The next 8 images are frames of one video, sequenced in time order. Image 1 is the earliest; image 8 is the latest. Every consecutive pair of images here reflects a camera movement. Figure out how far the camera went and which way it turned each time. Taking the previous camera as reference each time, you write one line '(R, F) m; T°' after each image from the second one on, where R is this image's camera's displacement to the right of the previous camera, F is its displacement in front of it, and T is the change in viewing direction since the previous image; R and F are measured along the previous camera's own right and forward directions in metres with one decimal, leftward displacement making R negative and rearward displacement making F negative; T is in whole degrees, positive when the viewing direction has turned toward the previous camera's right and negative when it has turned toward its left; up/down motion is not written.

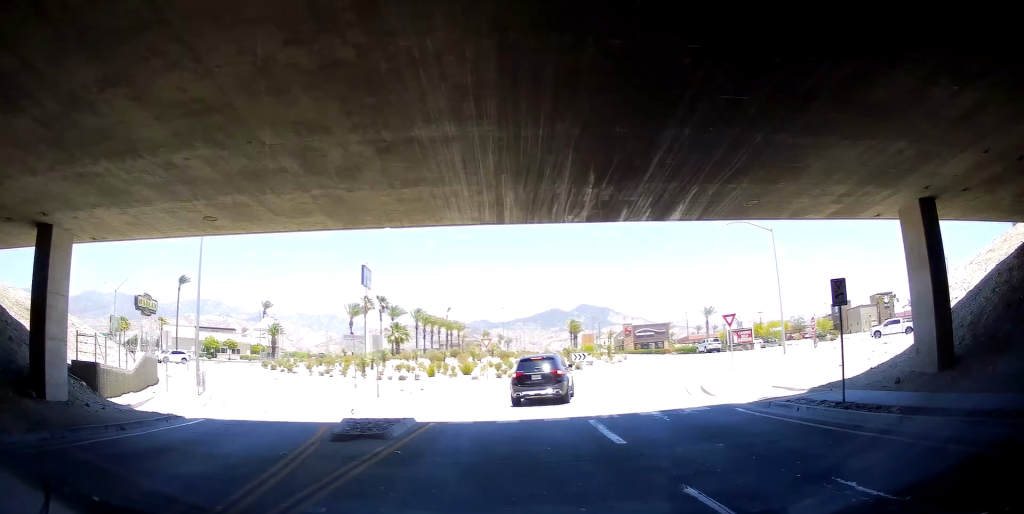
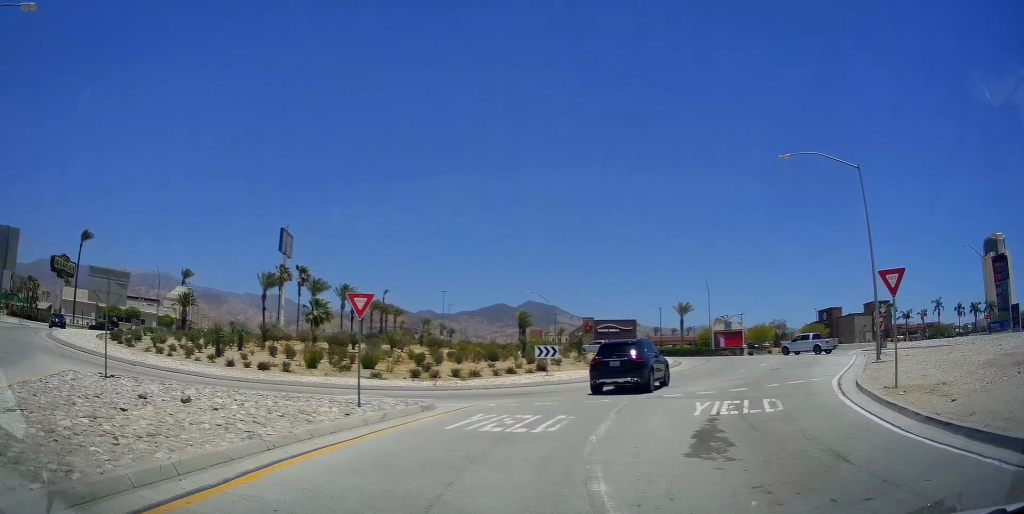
(+3.9, +16.6) m; +21°
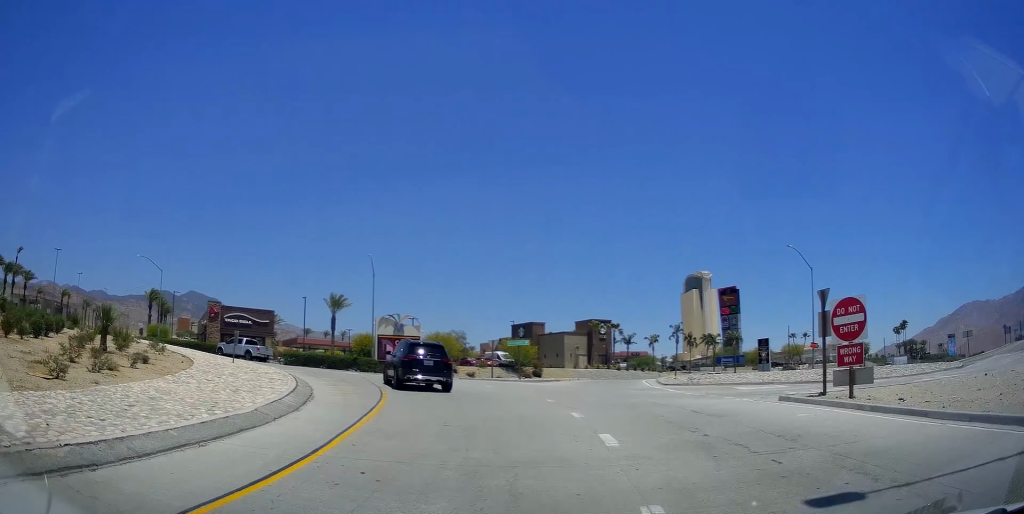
(+3.7, +27.5) m; +22°
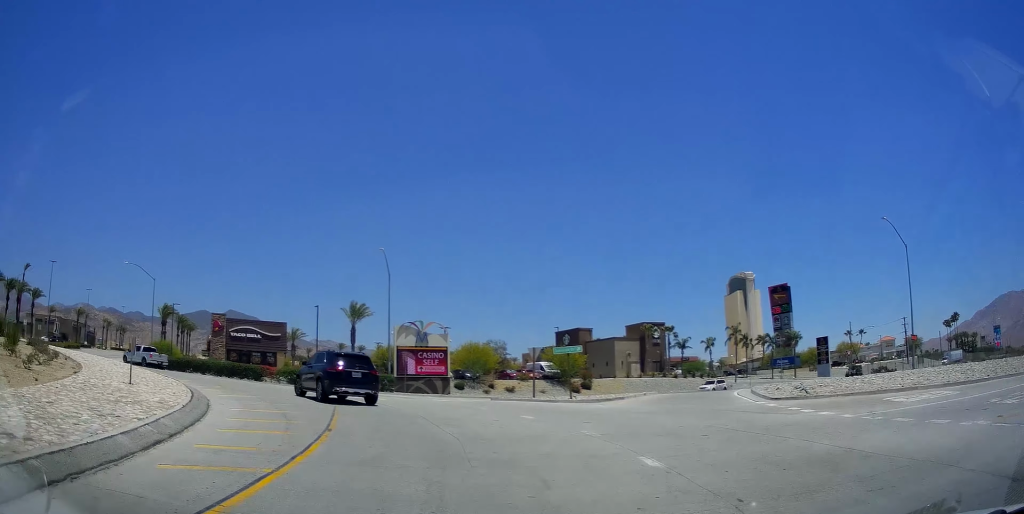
(+1.0, +9.9) m; +4°
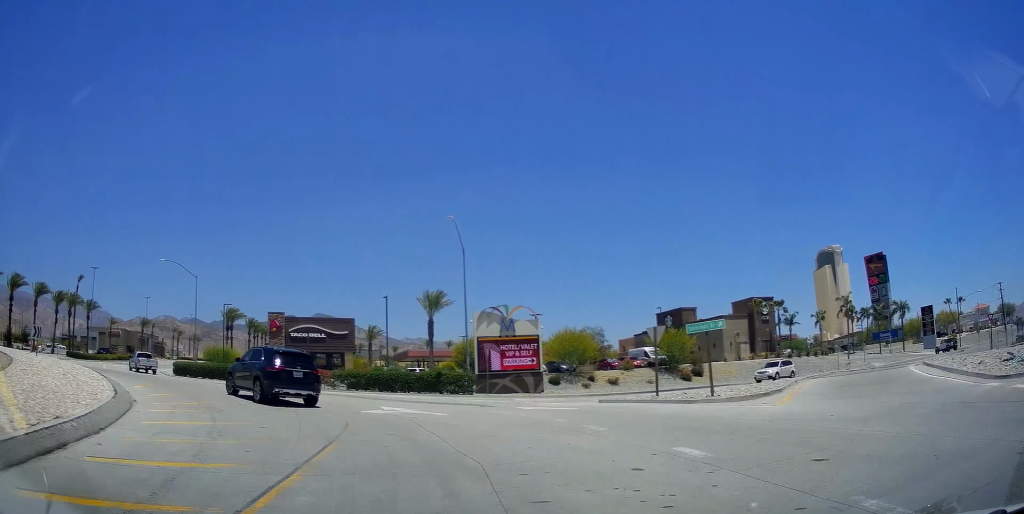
(-0.3, +9.3) m; -5°
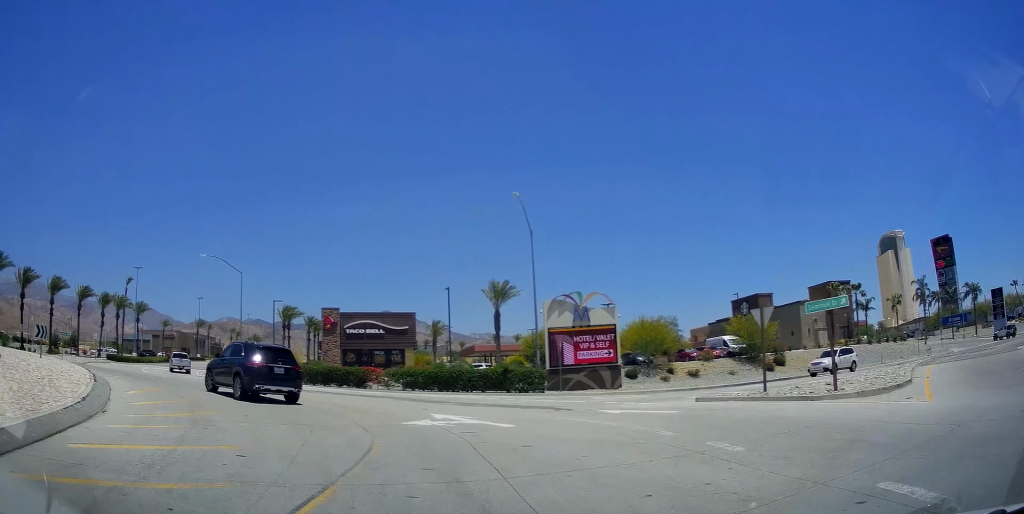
(-0.2, +4.6) m; -5°
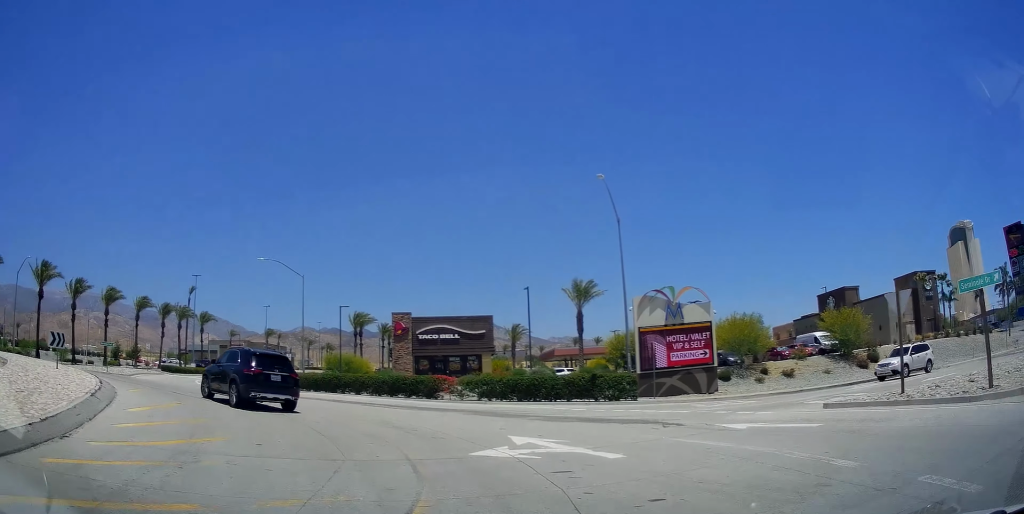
(-0.1, +4.2) m; -5°
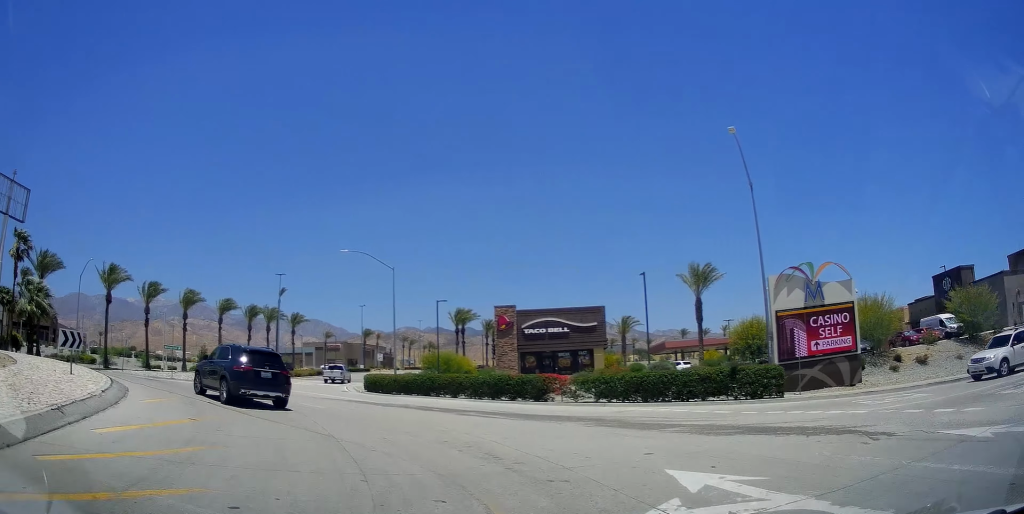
(-0.3, +5.6) m; -9°
